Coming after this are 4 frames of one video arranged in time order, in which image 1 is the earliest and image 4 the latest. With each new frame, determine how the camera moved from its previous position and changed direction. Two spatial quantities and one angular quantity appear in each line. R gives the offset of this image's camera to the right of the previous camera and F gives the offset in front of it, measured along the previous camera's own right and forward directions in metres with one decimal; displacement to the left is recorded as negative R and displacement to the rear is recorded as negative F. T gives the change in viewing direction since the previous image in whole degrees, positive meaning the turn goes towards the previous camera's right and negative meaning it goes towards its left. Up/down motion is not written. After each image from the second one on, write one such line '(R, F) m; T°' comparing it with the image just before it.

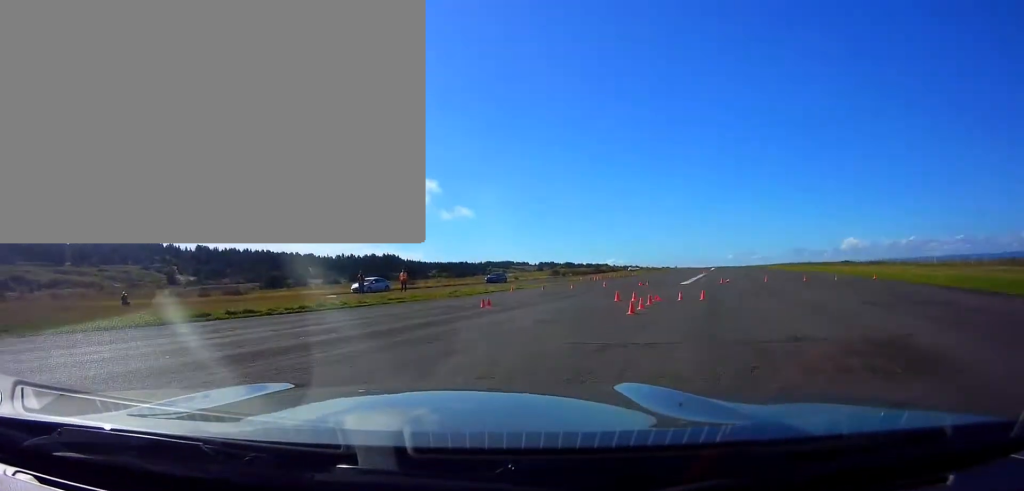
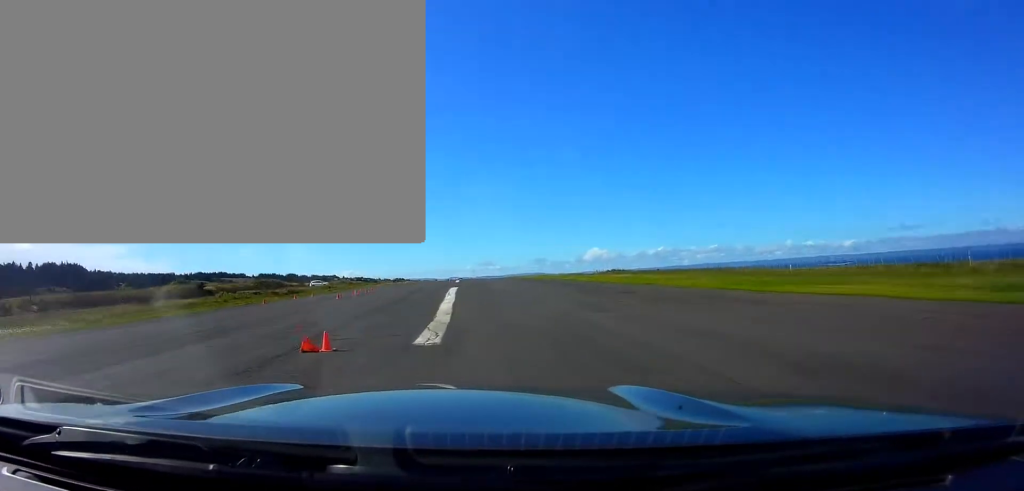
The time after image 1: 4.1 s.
(-0.9, +92.8) m; -5°
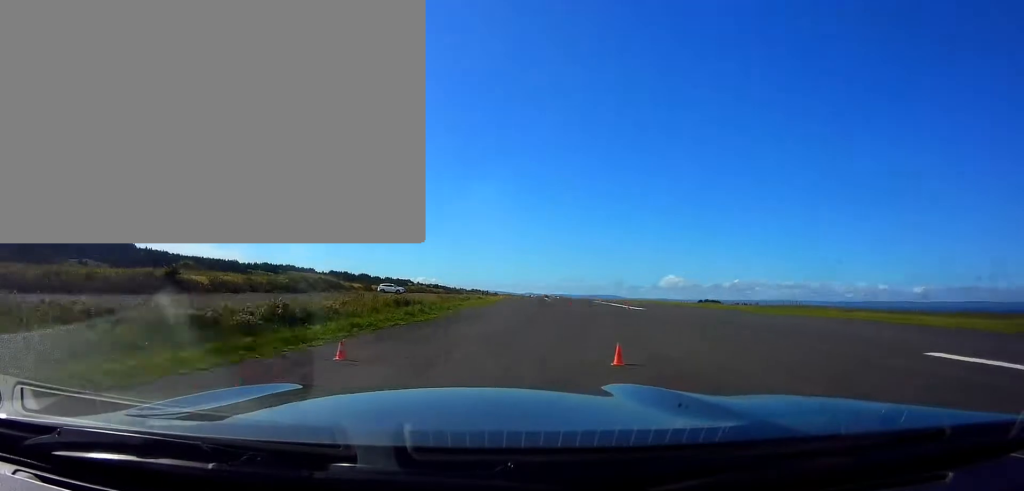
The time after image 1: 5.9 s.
(+0.6, +38.3) m; +6°
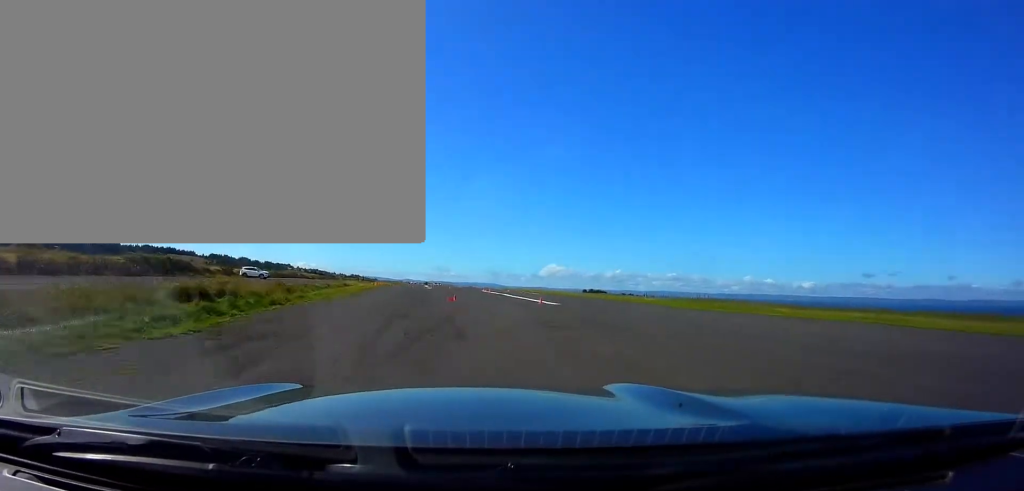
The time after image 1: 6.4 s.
(+0.4, +12.3) m; +1°
